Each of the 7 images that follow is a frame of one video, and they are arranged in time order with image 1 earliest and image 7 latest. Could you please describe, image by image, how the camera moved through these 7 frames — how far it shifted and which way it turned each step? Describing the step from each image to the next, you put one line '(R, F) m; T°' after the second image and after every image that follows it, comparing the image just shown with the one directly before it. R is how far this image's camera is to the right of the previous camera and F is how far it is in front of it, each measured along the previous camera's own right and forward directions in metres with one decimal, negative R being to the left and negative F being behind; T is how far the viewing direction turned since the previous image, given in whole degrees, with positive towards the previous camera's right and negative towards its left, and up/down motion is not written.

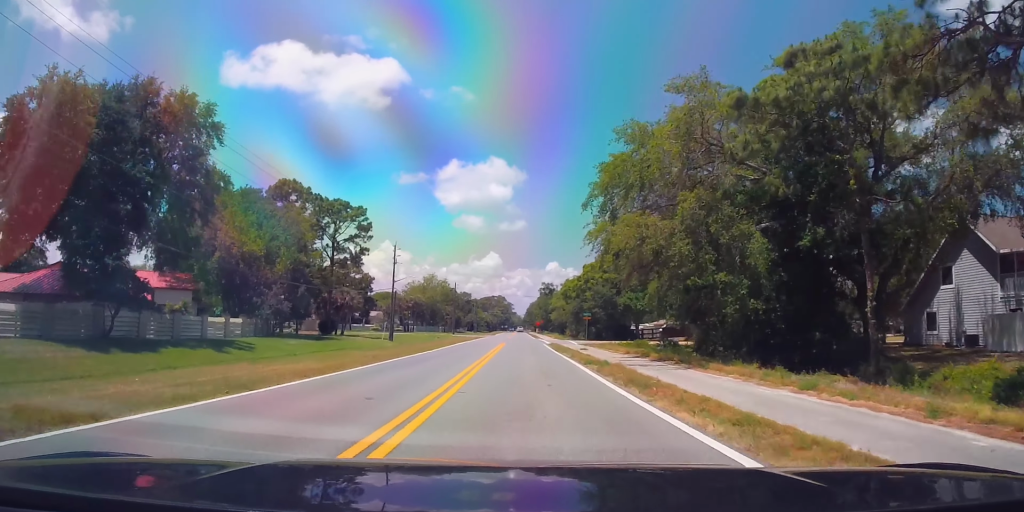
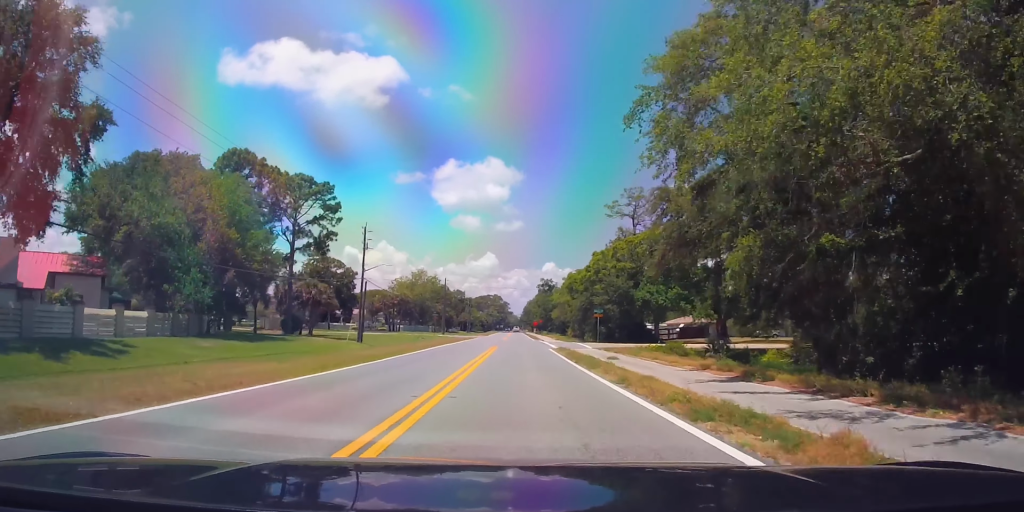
(-0.4, +14.1) m; 0°
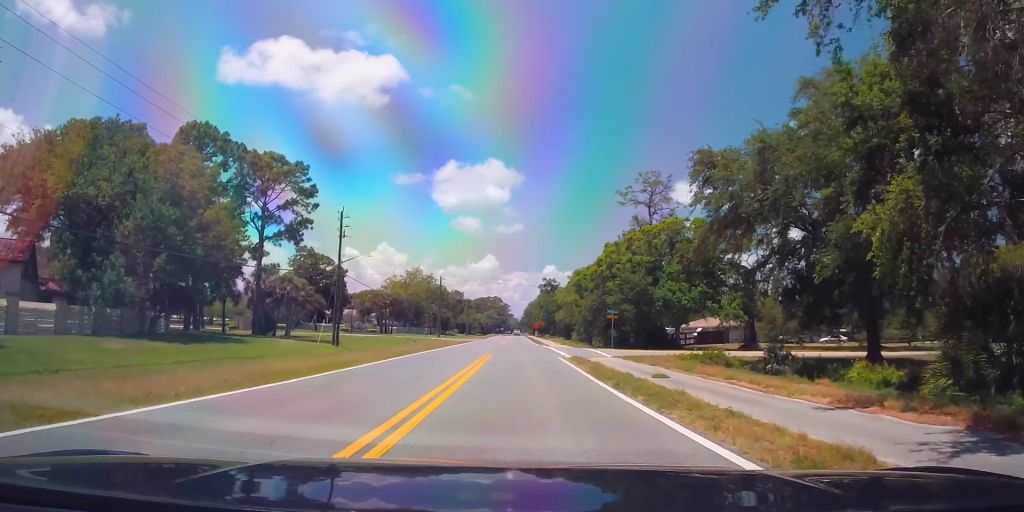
(+0.3, +9.1) m; 0°
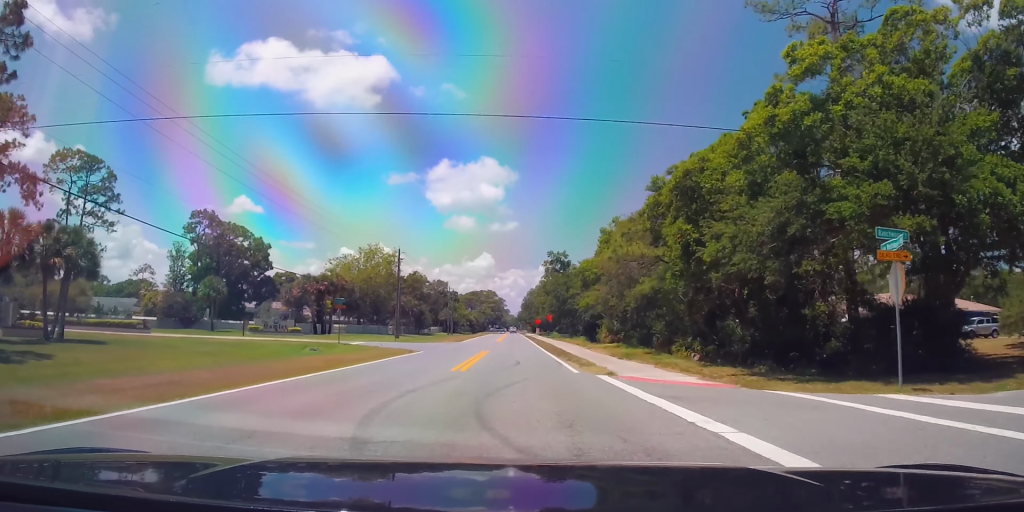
(+0.2, +42.6) m; 0°
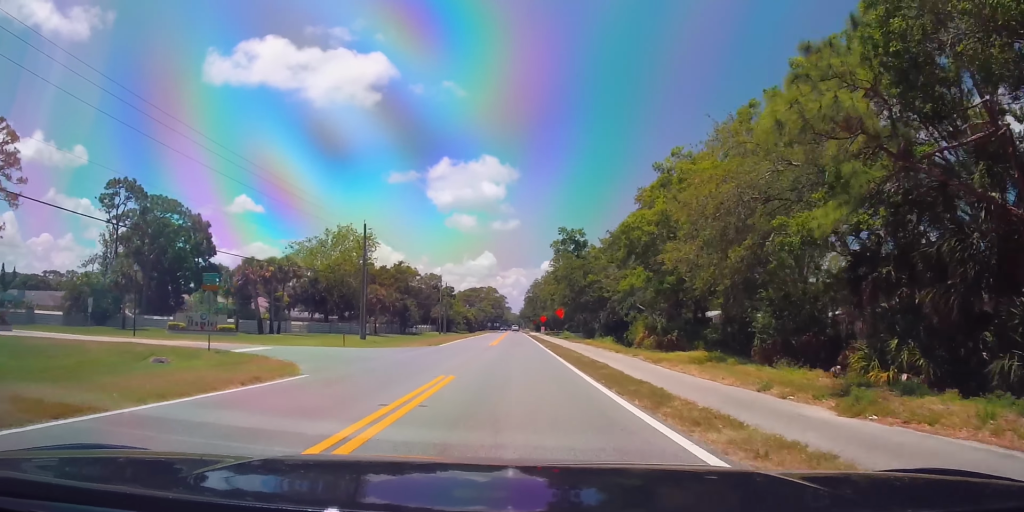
(-0.4, +21.1) m; 0°
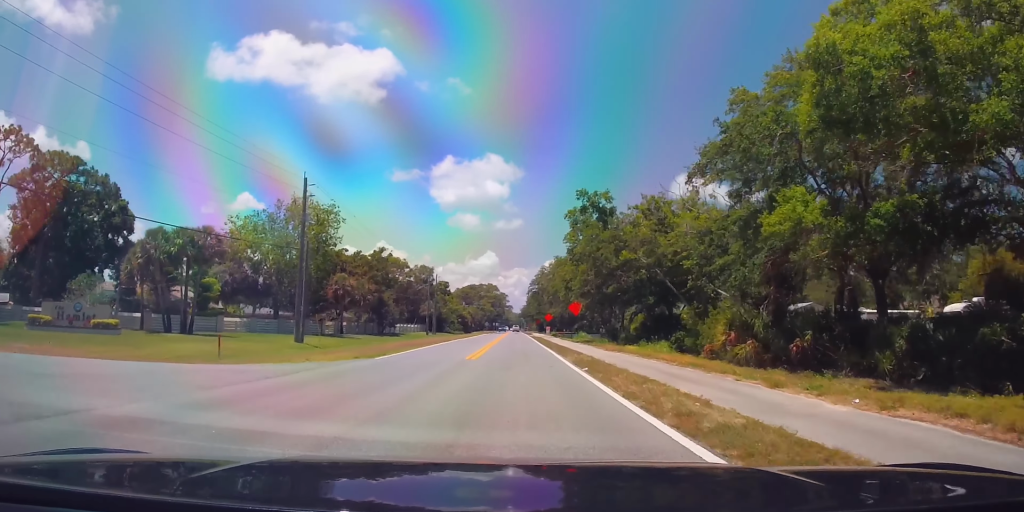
(+0.4, +20.7) m; 0°
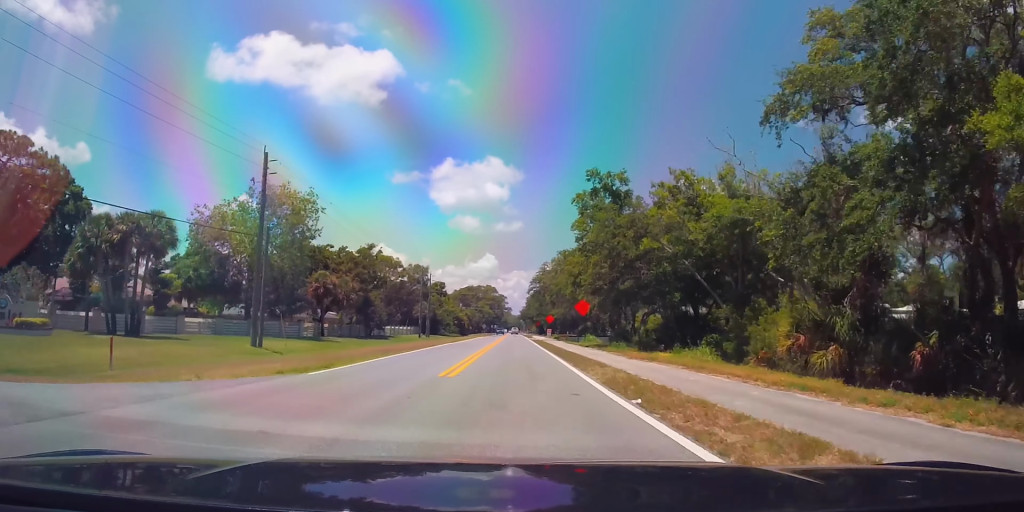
(-0.2, +8.0) m; 0°
